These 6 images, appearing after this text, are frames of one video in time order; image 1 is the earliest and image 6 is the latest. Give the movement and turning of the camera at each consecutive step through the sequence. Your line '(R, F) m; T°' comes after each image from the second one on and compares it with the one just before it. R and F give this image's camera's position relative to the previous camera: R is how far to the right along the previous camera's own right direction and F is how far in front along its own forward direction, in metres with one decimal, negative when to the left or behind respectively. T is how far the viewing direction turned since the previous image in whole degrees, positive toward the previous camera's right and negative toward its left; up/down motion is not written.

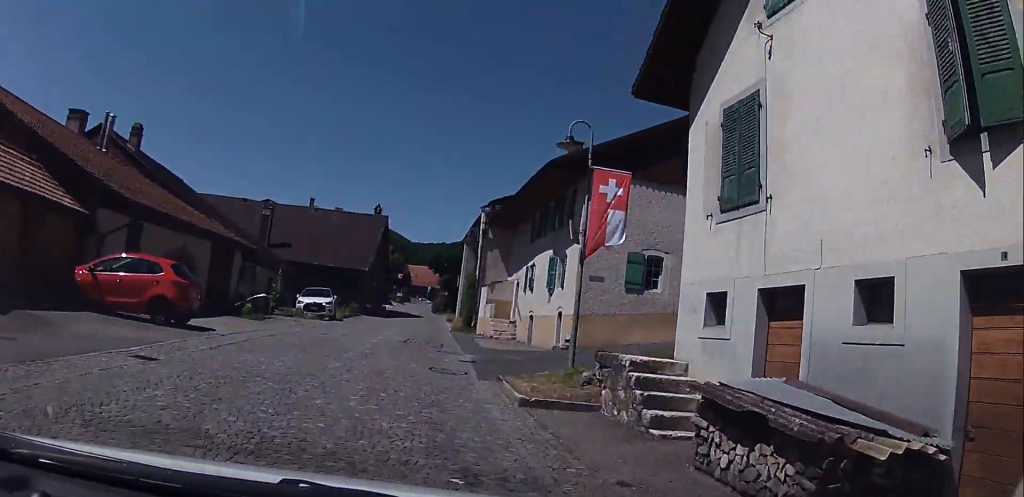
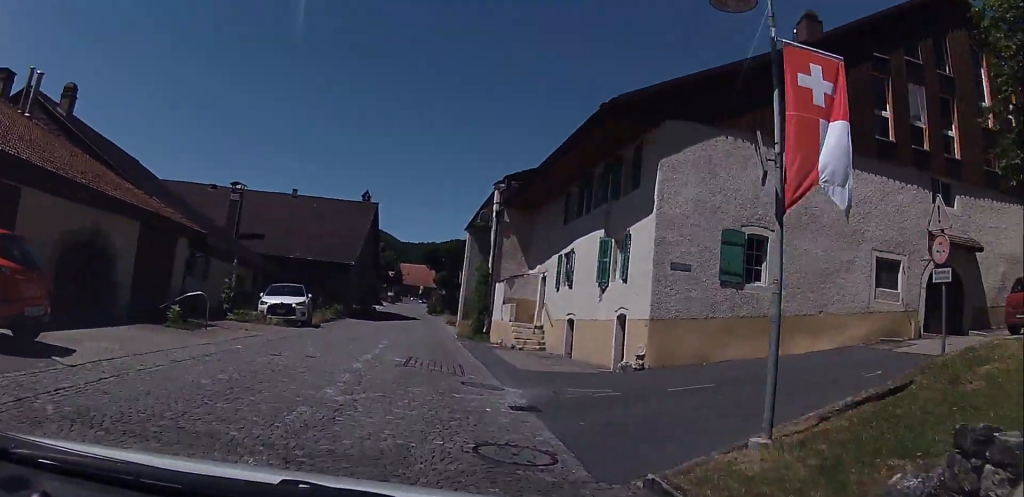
(-0.1, +7.3) m; -1°
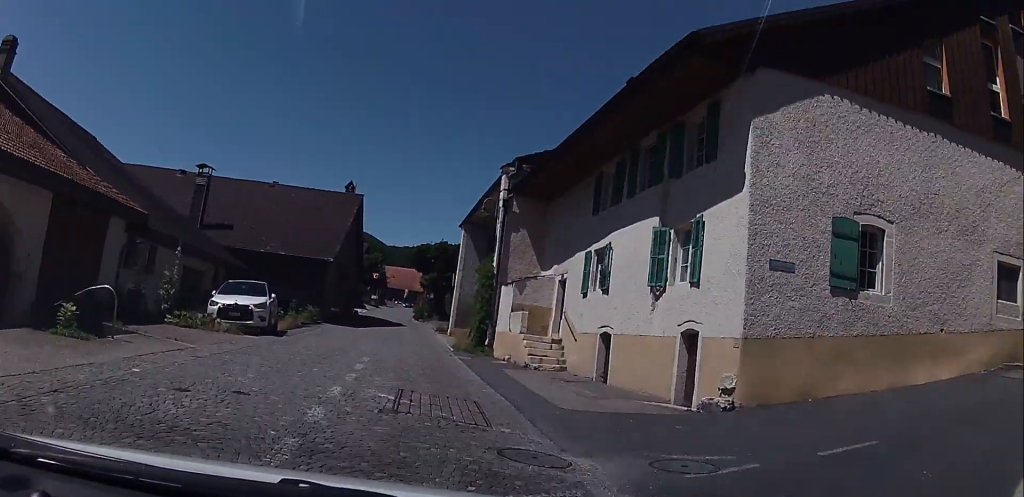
(0.0, +4.8) m; 0°
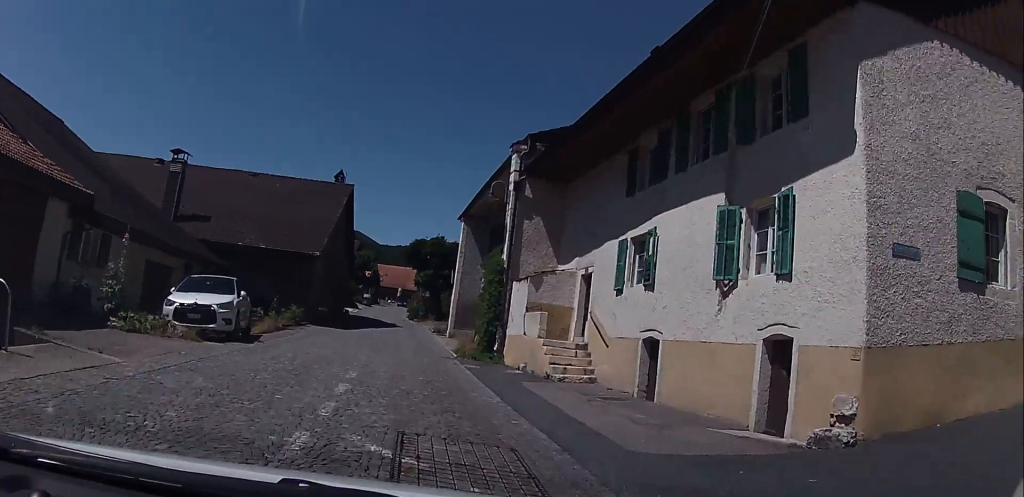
(0.0, +3.3) m; 0°
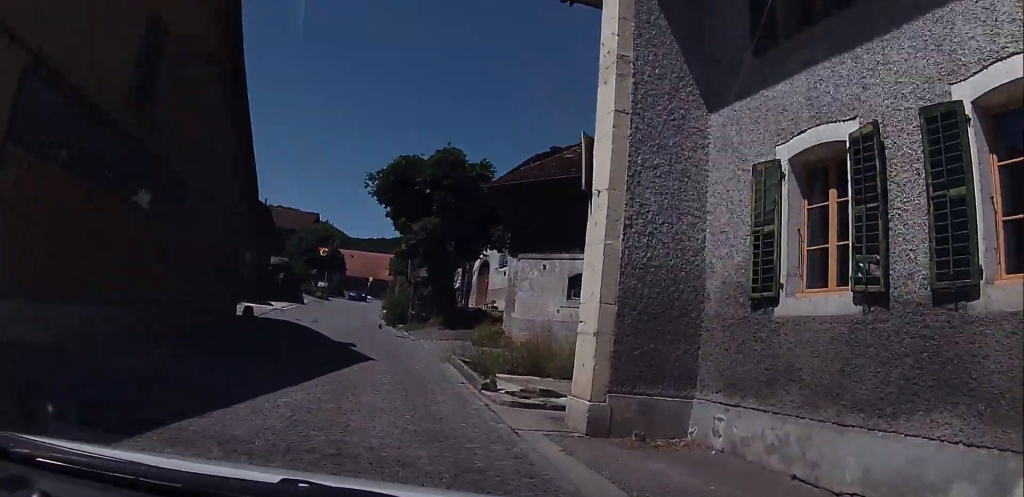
(+1.6, +26.3) m; +7°
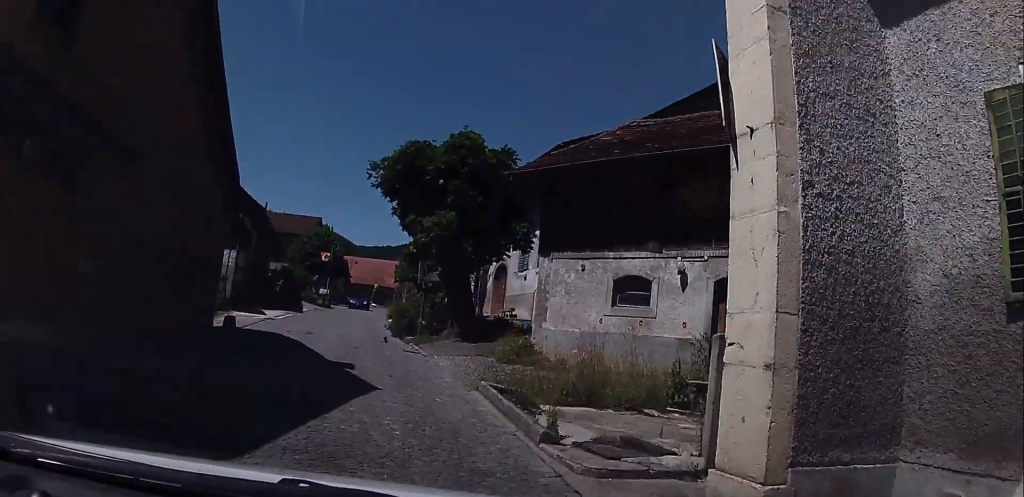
(+0.1, +3.3) m; +1°
